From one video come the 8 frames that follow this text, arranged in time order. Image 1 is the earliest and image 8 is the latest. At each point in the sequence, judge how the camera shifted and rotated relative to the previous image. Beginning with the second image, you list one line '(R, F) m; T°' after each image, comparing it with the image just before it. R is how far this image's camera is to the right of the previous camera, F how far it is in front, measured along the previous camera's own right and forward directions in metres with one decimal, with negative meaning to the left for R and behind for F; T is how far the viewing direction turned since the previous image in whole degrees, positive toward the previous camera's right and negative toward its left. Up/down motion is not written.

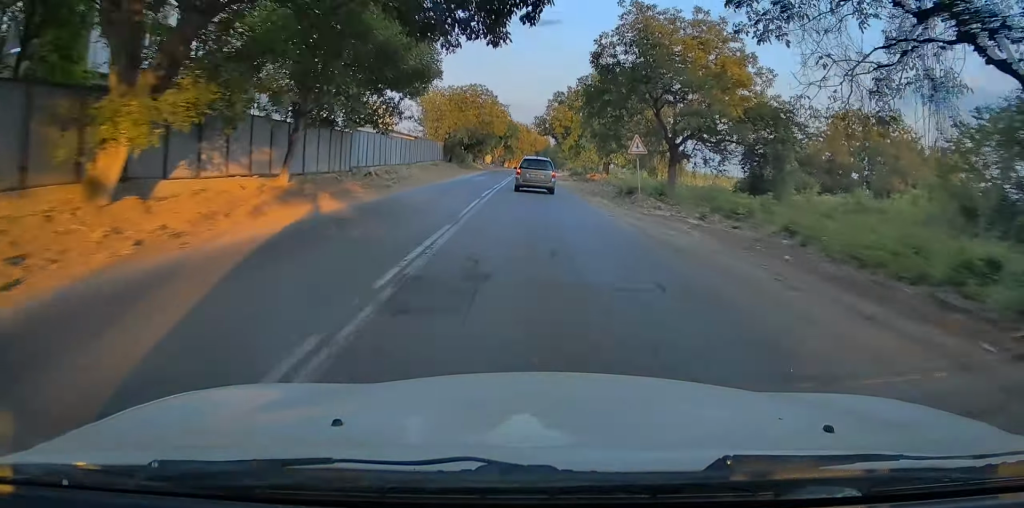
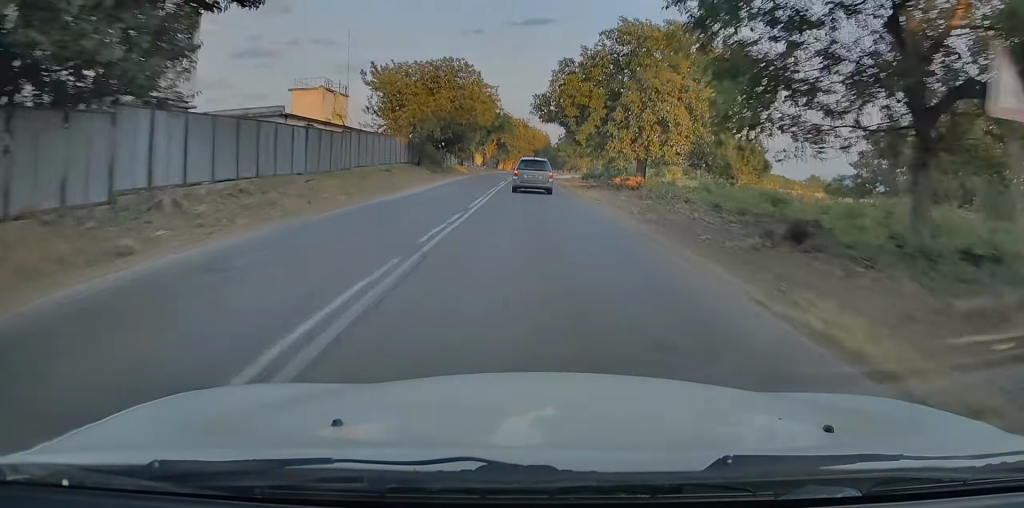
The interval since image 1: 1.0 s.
(-0.3, +21.1) m; 0°
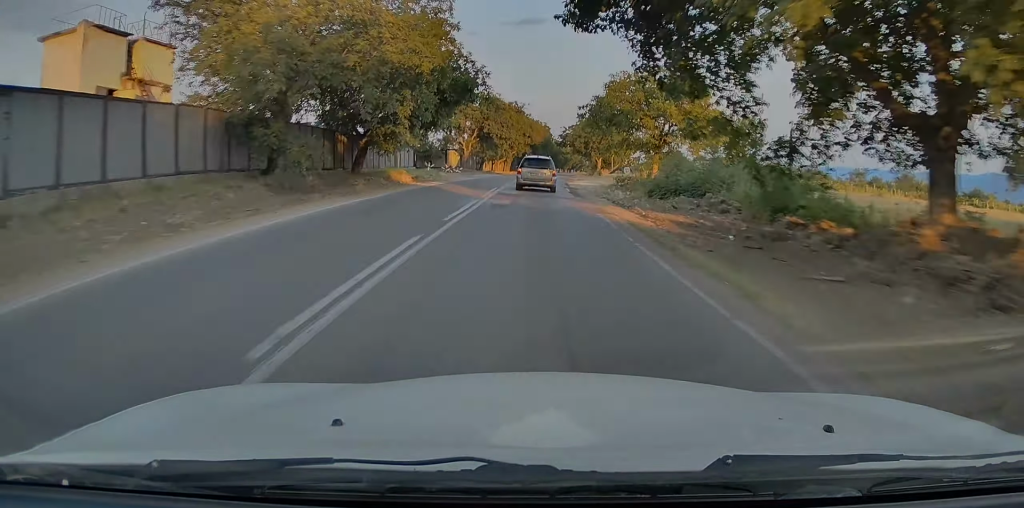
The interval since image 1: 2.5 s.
(+0.3, +32.9) m; +2°
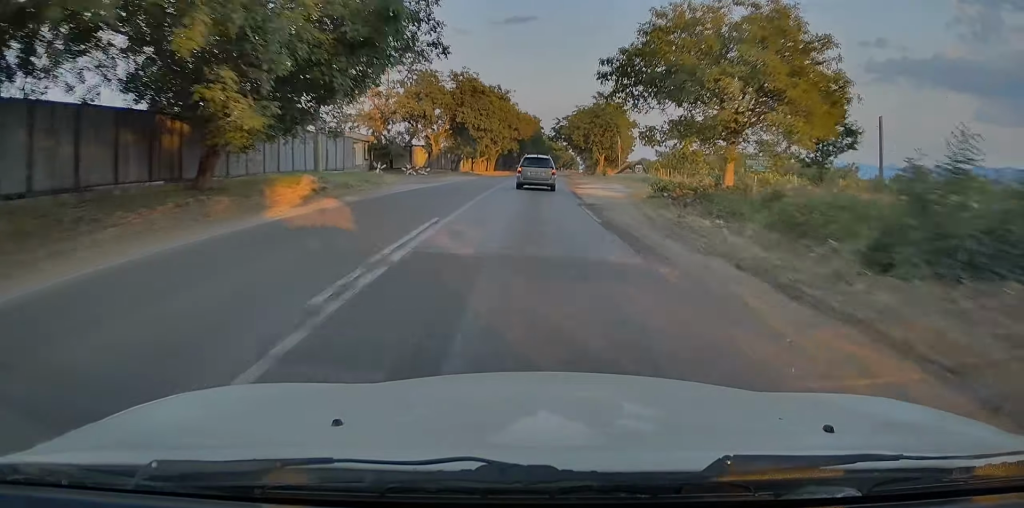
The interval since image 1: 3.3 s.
(+0.3, +17.0) m; +1°
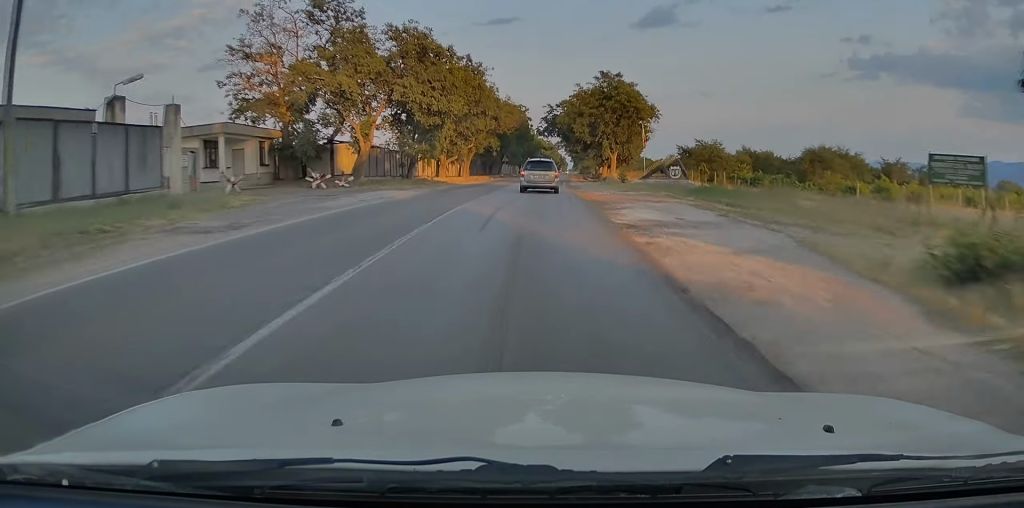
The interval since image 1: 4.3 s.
(0.0, +21.8) m; 0°
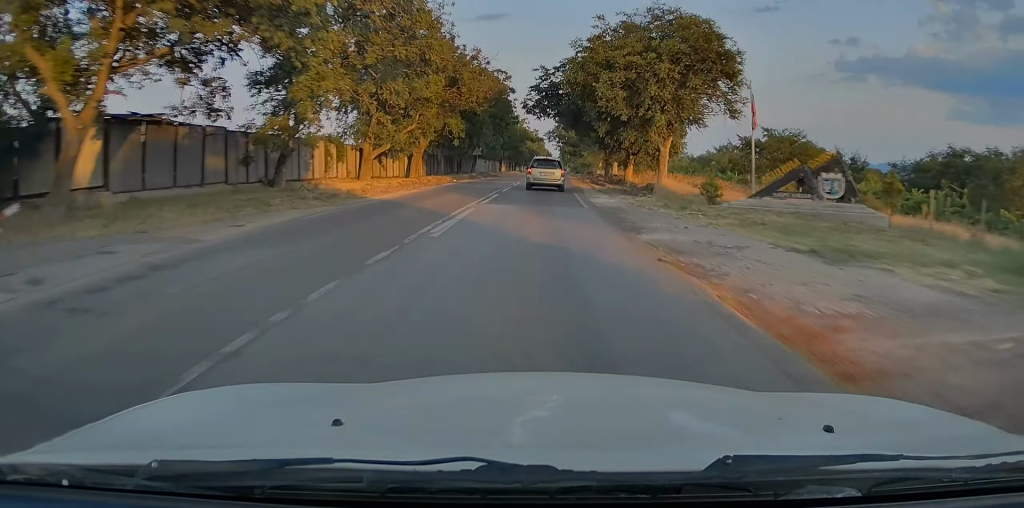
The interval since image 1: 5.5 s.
(+0.1, +25.4) m; +1°
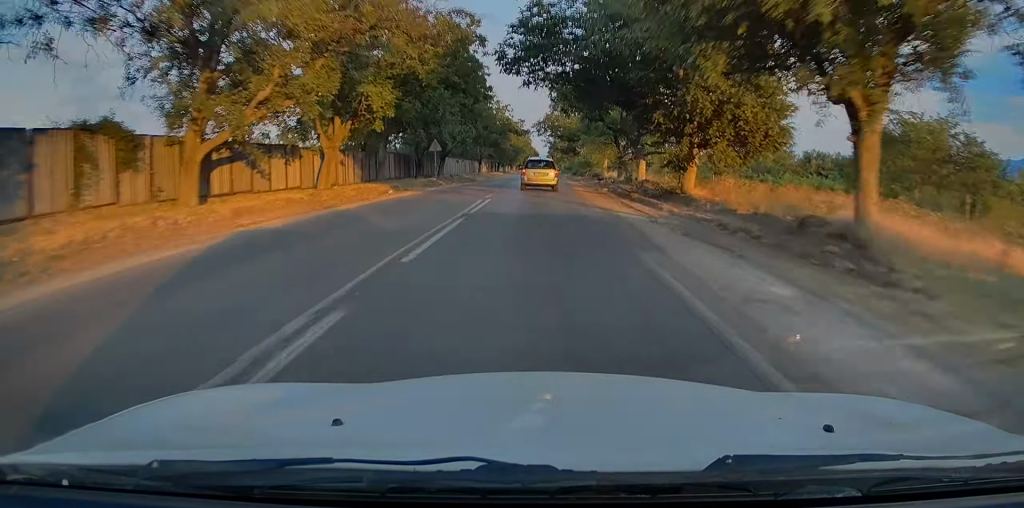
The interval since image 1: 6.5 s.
(+0.3, +19.8) m; +2°
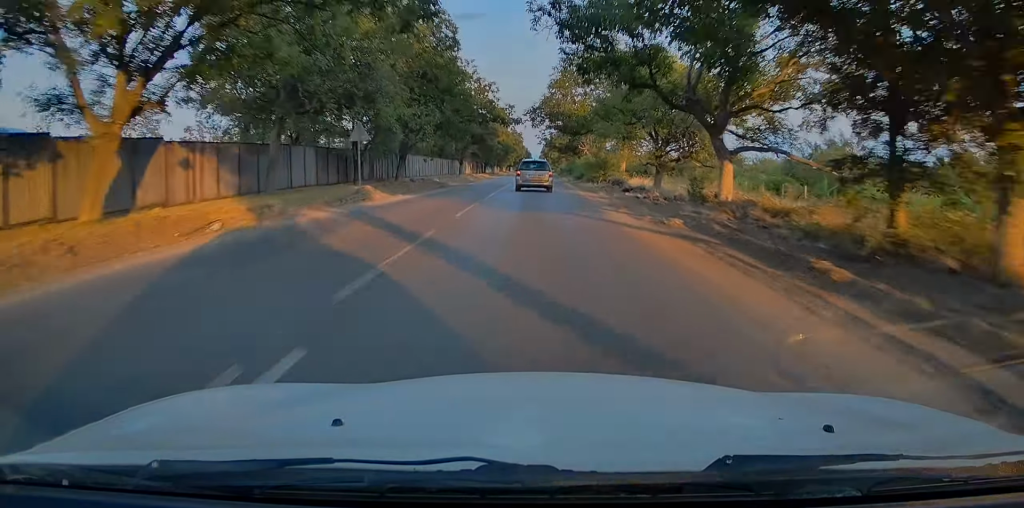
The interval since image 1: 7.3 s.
(+0.2, +17.7) m; +1°
